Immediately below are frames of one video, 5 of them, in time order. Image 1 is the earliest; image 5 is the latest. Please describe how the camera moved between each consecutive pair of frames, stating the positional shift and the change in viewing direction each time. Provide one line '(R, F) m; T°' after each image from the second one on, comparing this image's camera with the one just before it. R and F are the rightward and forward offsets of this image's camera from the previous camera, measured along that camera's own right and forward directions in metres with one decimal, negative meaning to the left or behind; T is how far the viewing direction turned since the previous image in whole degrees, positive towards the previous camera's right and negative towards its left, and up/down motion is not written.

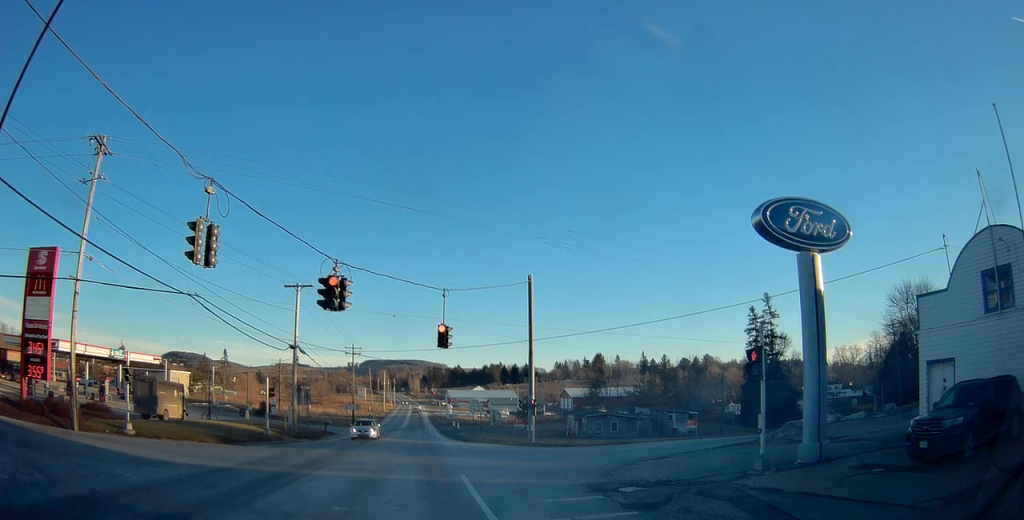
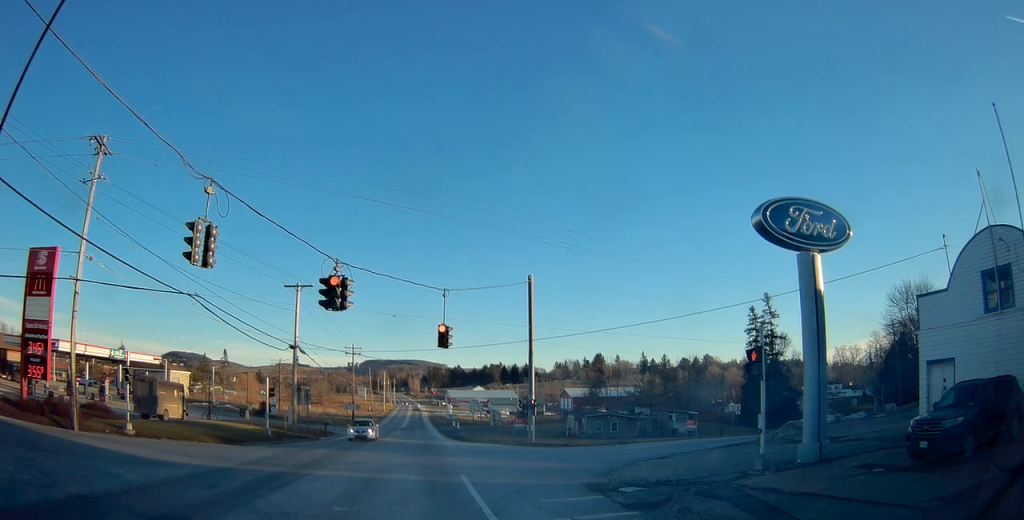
(0.0, 0.0) m; 0°
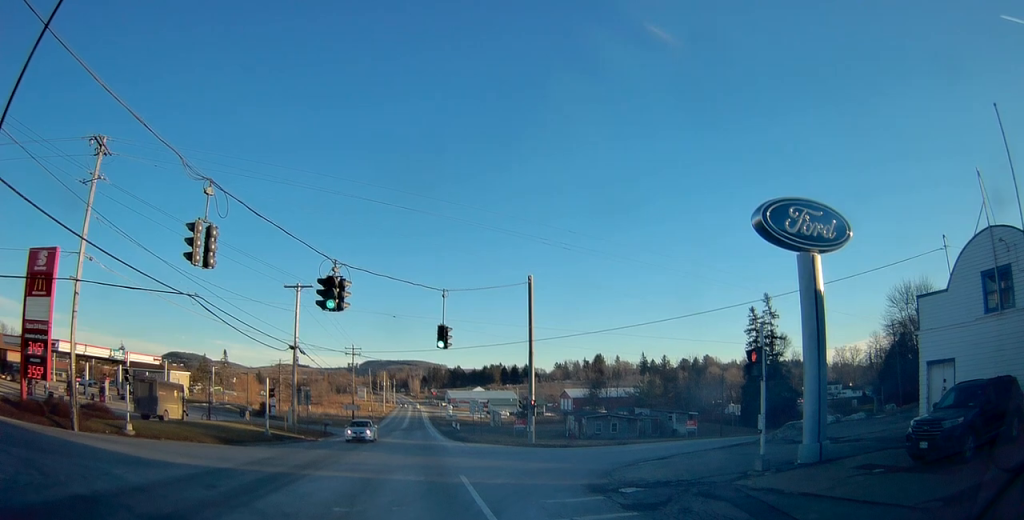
(0.0, 0.0) m; 0°
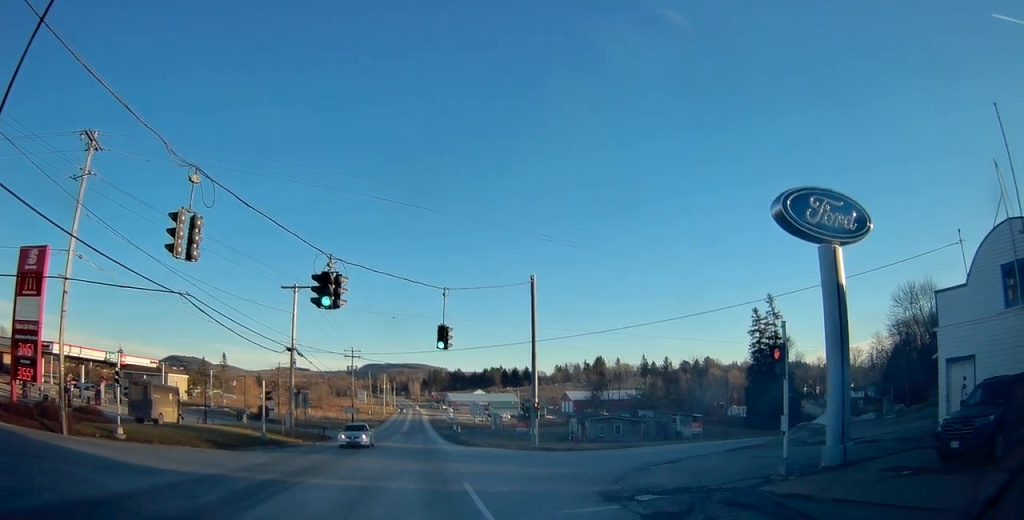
(0.0, +0.5) m; 0°
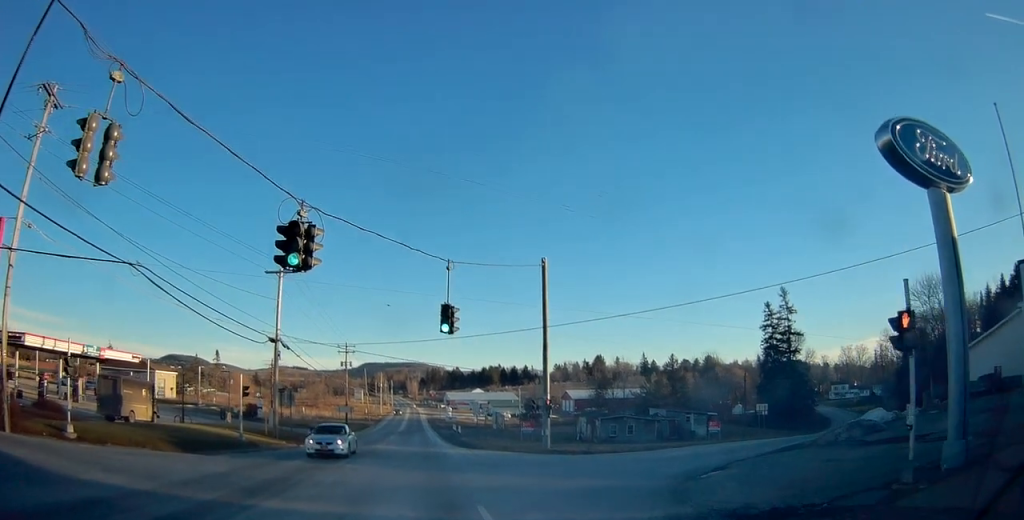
(-0.7, +2.9) m; -8°
